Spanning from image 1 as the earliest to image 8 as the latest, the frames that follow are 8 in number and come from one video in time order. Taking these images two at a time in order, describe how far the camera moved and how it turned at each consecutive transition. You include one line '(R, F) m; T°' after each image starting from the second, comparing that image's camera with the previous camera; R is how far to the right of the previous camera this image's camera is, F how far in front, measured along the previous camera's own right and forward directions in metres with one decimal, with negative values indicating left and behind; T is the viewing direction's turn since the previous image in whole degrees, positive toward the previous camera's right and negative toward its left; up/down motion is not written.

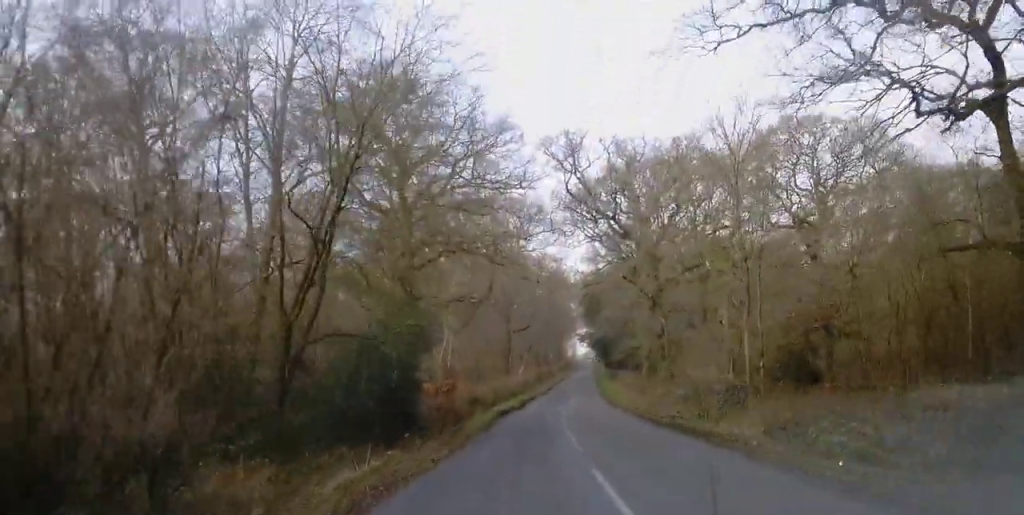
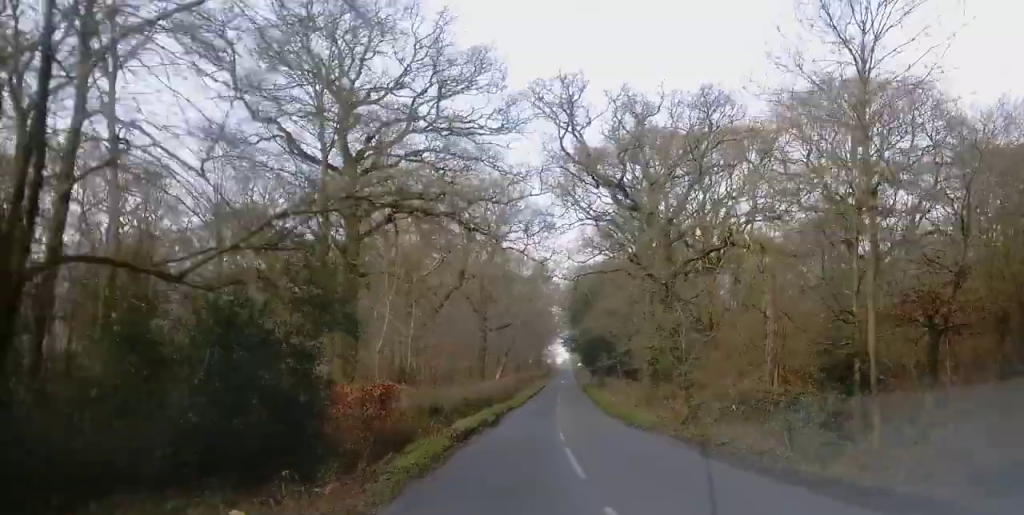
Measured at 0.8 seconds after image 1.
(+0.4, +12.2) m; +1°
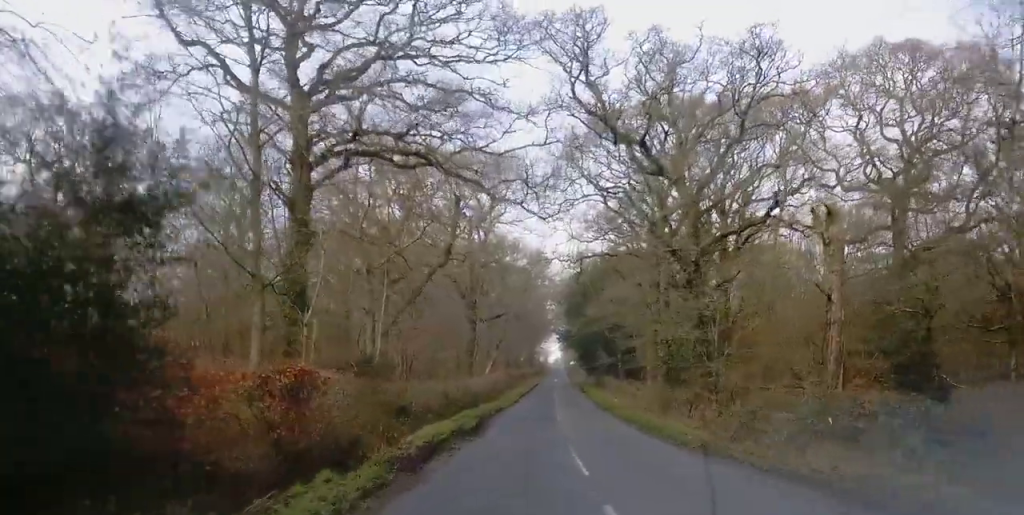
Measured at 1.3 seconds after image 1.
(-0.1, +8.7) m; -1°
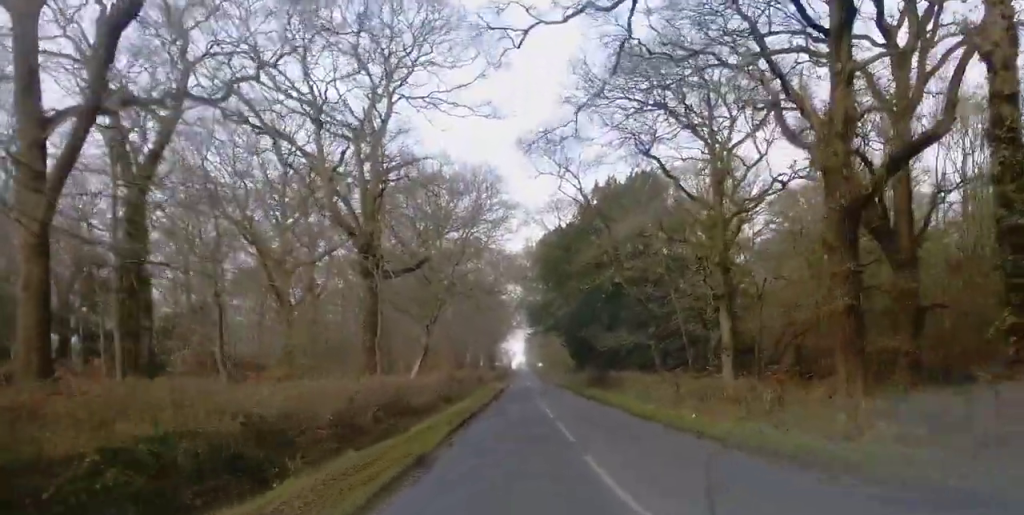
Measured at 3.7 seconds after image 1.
(+0.7, +38.9) m; +3°
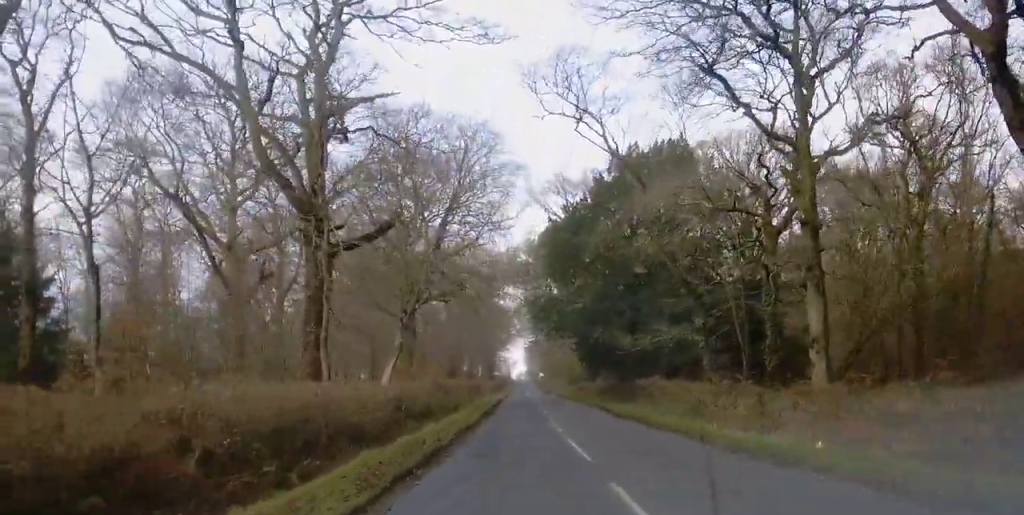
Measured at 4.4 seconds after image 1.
(0.0, +11.8) m; 0°
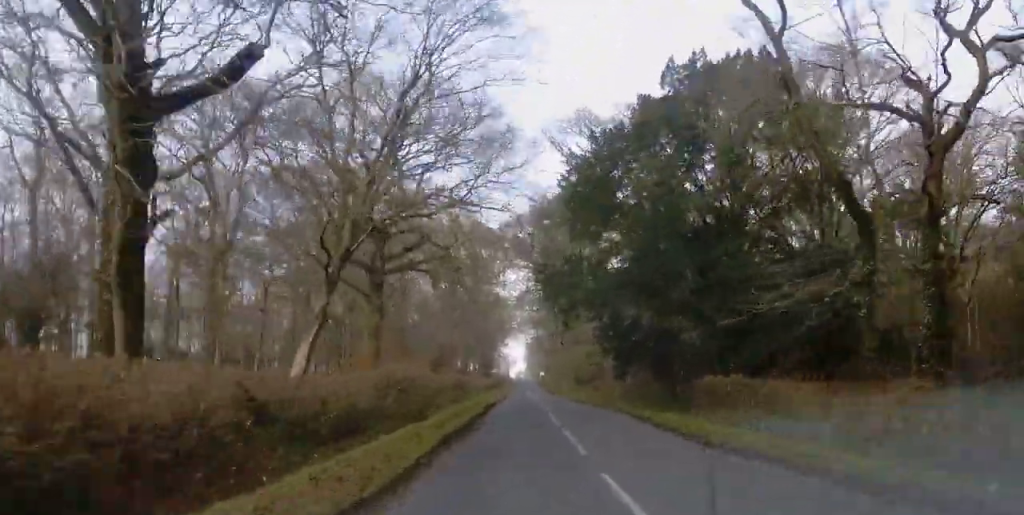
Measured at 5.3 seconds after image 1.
(+0.1, +15.7) m; 0°
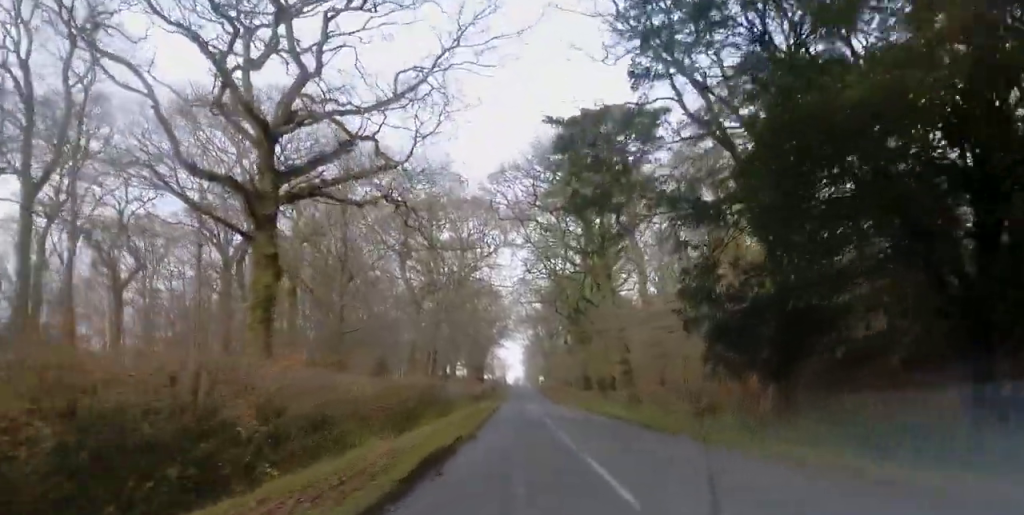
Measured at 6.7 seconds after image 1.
(0.0, +23.0) m; 0°
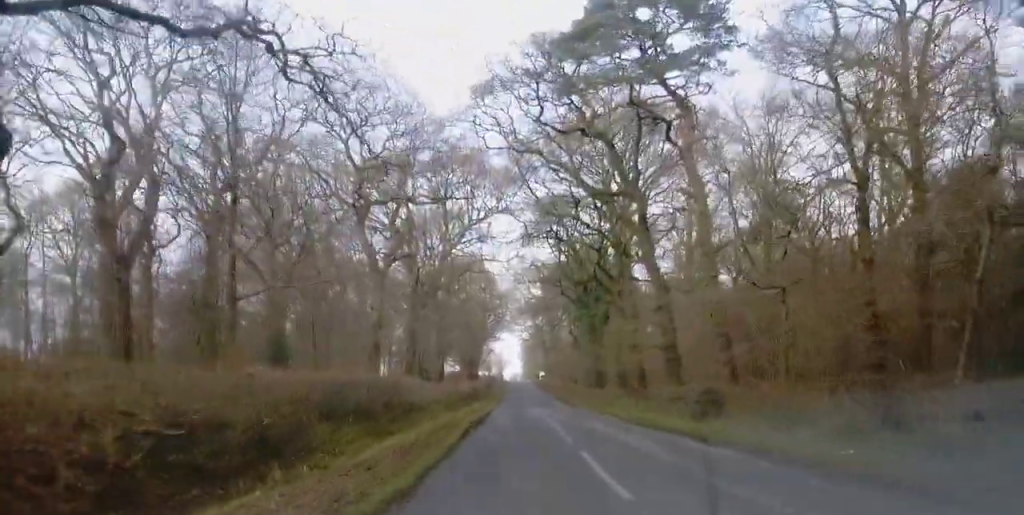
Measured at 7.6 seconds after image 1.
(0.0, +17.2) m; 0°
